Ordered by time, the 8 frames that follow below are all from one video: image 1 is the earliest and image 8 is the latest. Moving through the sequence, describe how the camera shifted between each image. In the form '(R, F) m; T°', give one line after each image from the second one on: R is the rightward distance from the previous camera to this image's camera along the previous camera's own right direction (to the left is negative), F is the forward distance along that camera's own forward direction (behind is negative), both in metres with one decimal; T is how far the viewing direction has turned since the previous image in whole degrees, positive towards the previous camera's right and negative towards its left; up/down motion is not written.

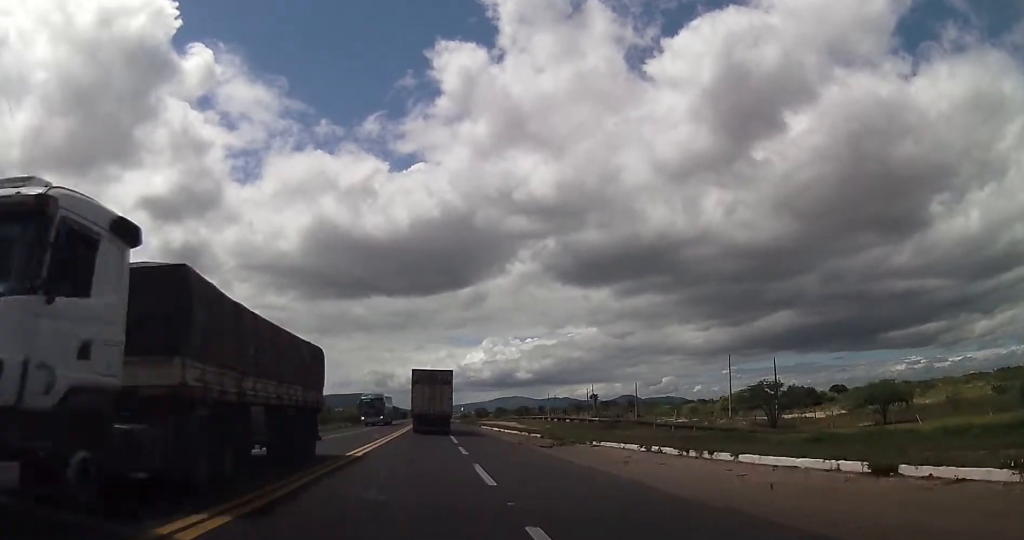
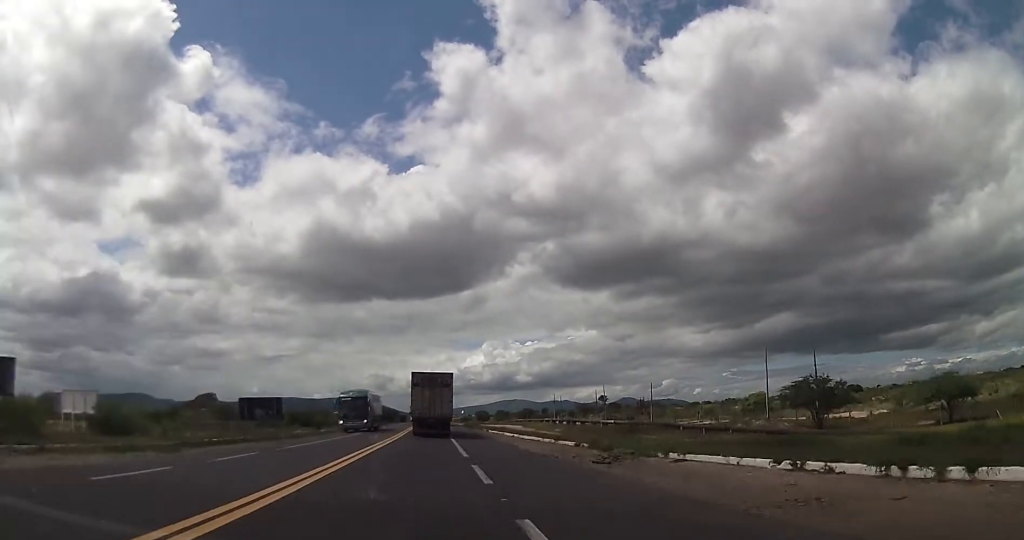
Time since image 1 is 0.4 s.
(-0.2, +9.9) m; 0°
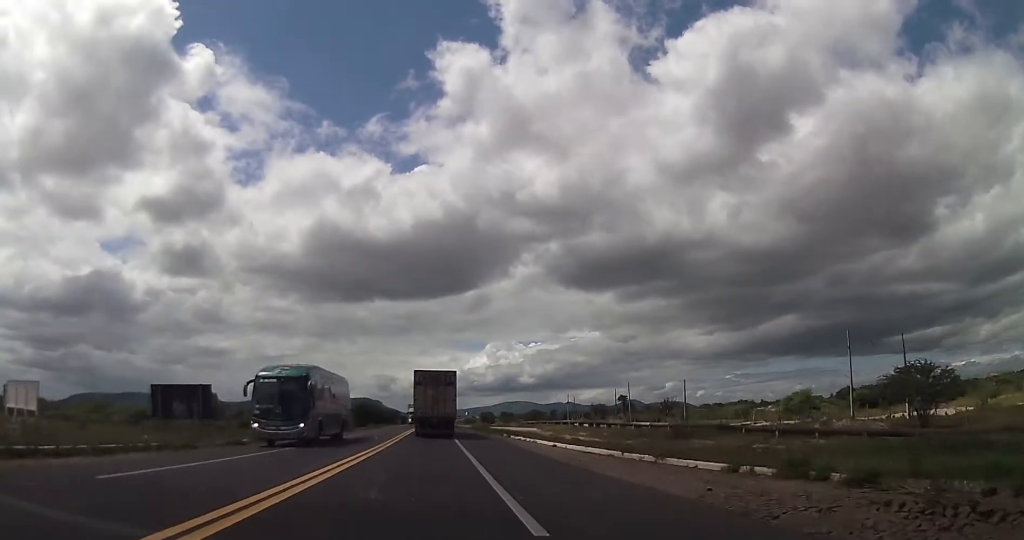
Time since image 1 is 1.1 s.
(+0.1, +16.5) m; 0°
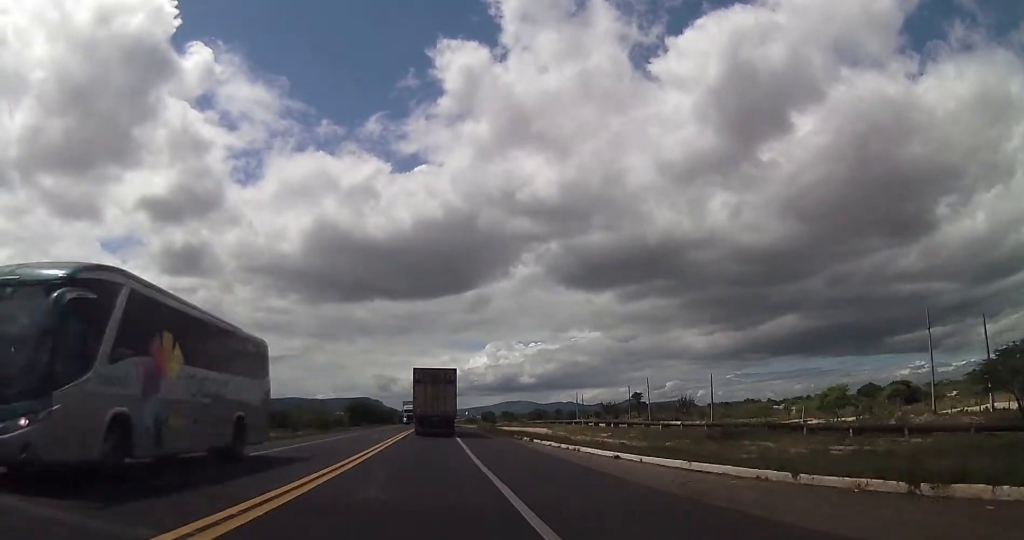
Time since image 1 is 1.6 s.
(+0.2, +12.0) m; 0°
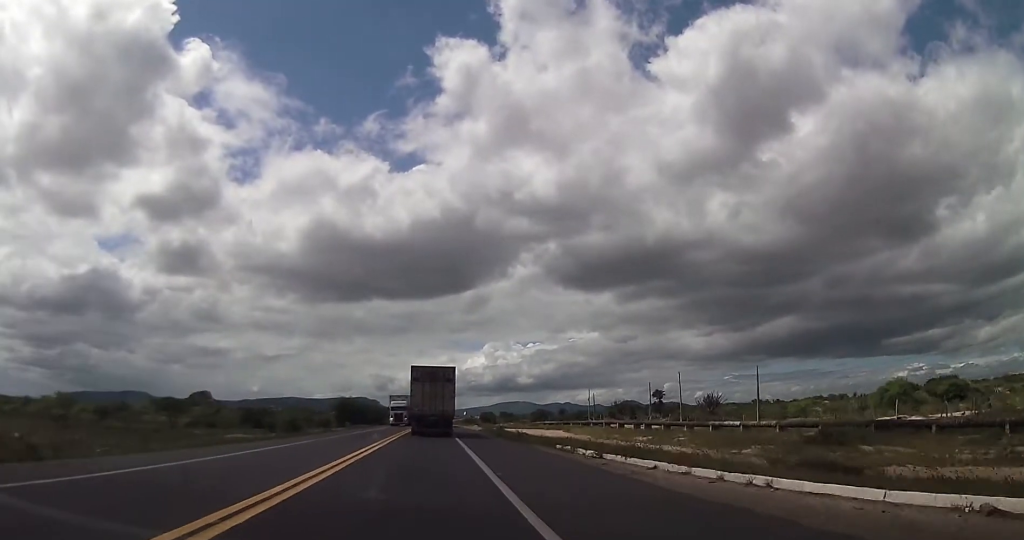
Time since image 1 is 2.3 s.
(-0.1, +17.8) m; 0°
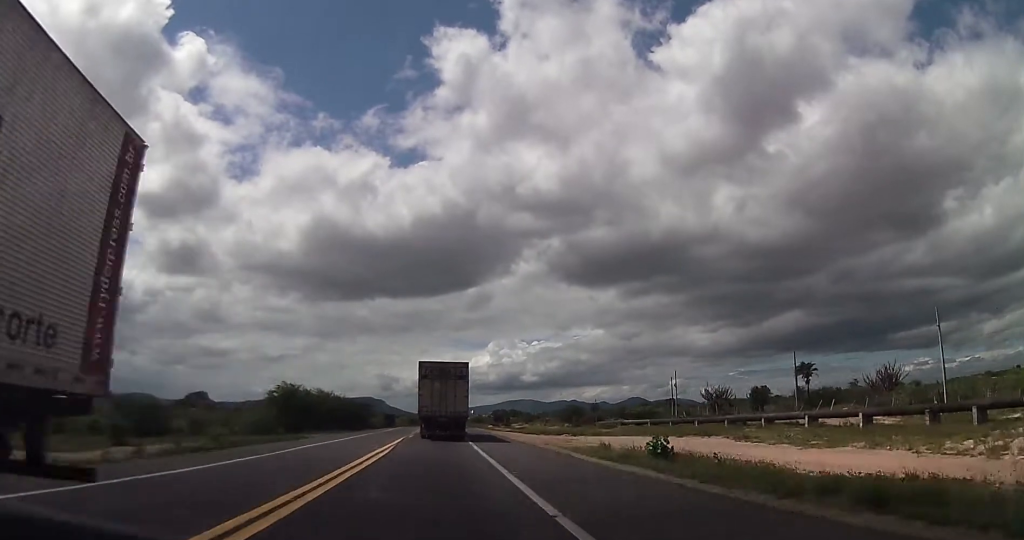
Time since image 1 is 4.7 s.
(-0.6, +63.7) m; -2°
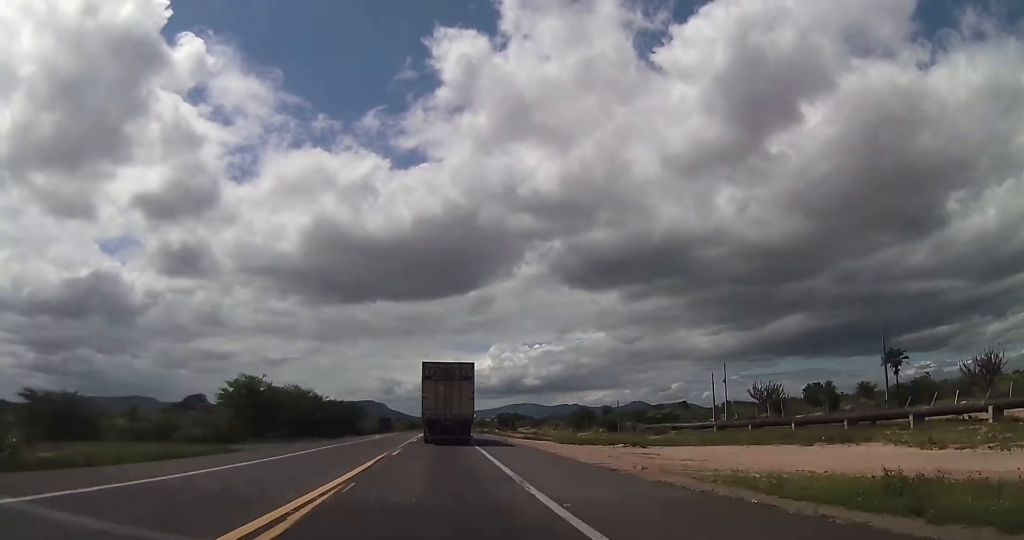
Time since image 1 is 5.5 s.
(-0.2, +19.1) m; 0°
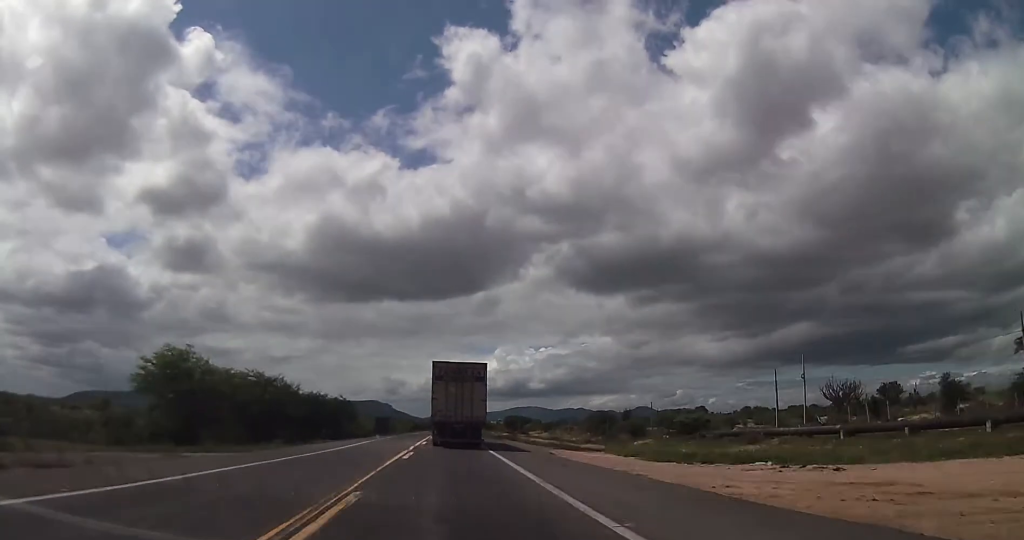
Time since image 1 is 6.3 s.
(+0.1, +19.4) m; +1°
